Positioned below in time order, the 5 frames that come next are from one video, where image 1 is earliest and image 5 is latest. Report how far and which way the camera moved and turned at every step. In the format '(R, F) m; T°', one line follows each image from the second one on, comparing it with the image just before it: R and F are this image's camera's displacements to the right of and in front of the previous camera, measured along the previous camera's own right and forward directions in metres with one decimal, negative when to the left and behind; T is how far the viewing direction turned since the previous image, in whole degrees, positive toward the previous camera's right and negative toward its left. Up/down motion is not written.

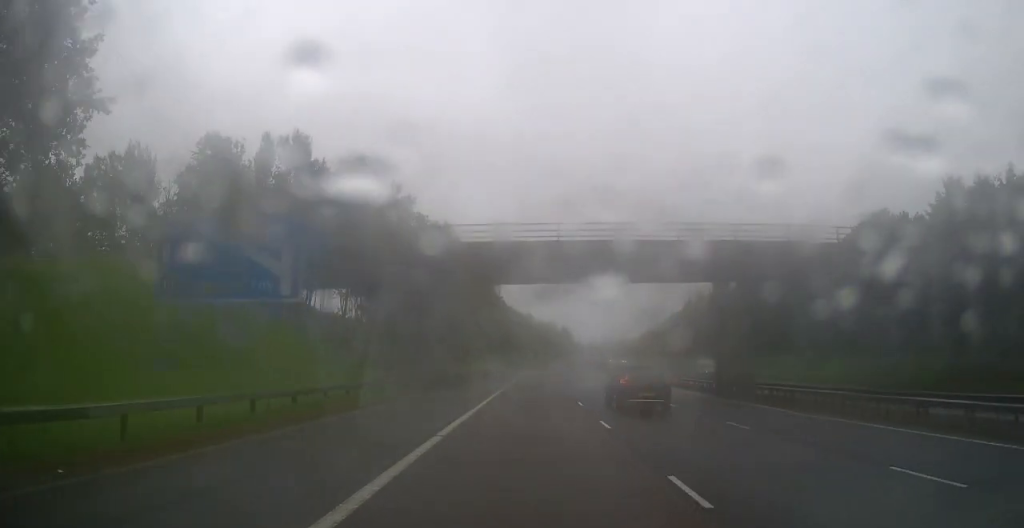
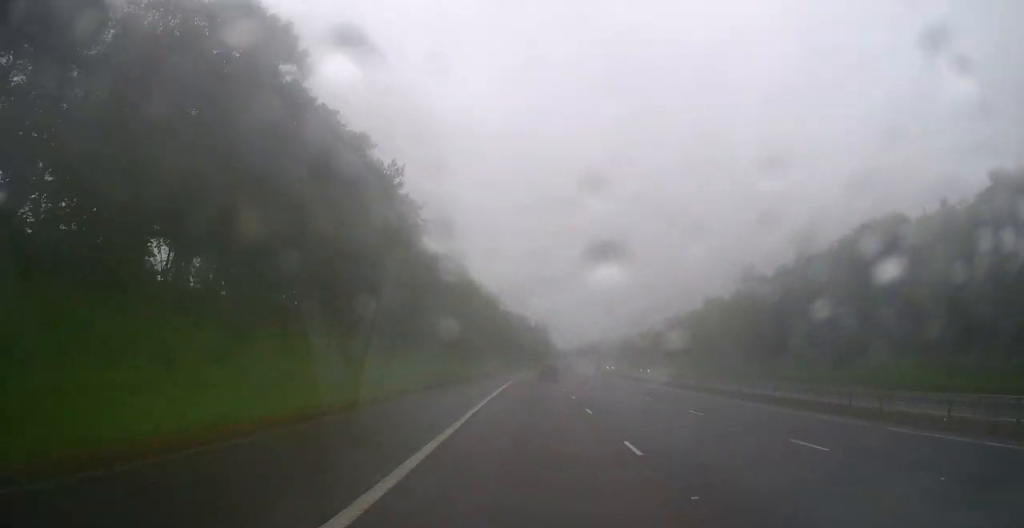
(+1.7, +84.5) m; +3°
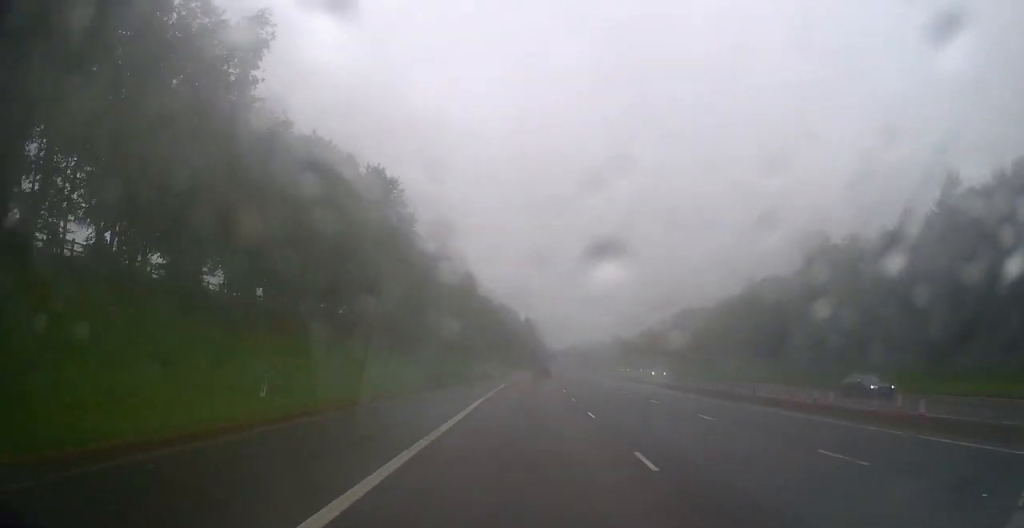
(+0.5, +37.7) m; +1°
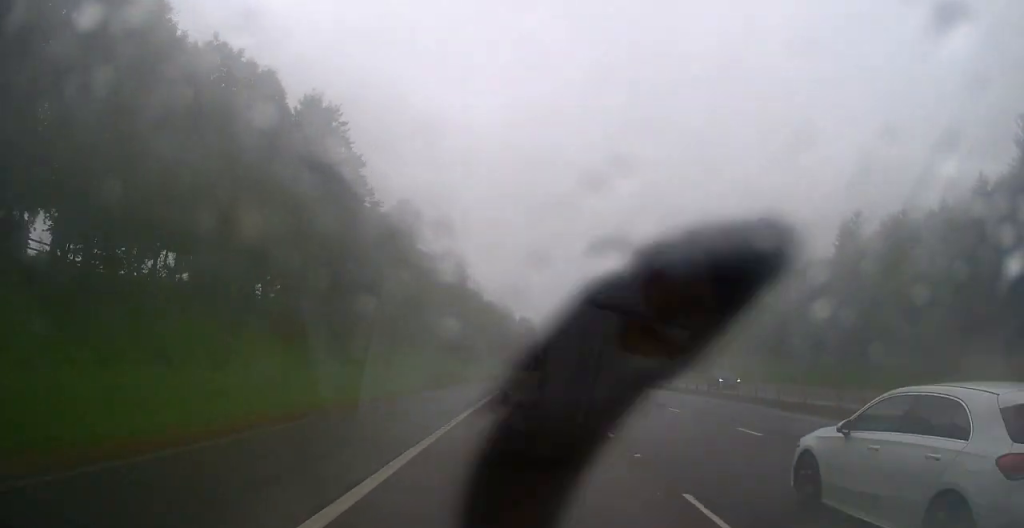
(0.0, +13.3) m; 0°
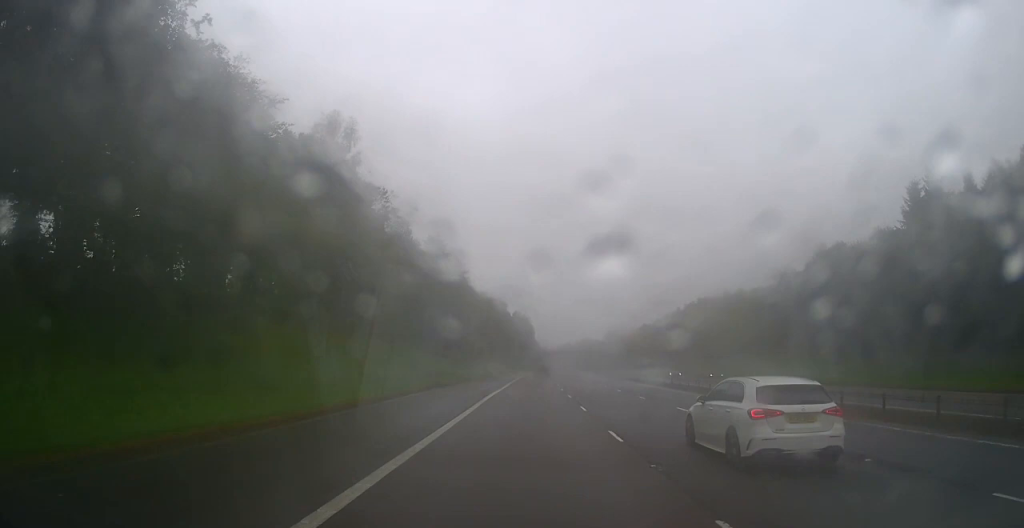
(+0.1, +19.6) m; +1°
